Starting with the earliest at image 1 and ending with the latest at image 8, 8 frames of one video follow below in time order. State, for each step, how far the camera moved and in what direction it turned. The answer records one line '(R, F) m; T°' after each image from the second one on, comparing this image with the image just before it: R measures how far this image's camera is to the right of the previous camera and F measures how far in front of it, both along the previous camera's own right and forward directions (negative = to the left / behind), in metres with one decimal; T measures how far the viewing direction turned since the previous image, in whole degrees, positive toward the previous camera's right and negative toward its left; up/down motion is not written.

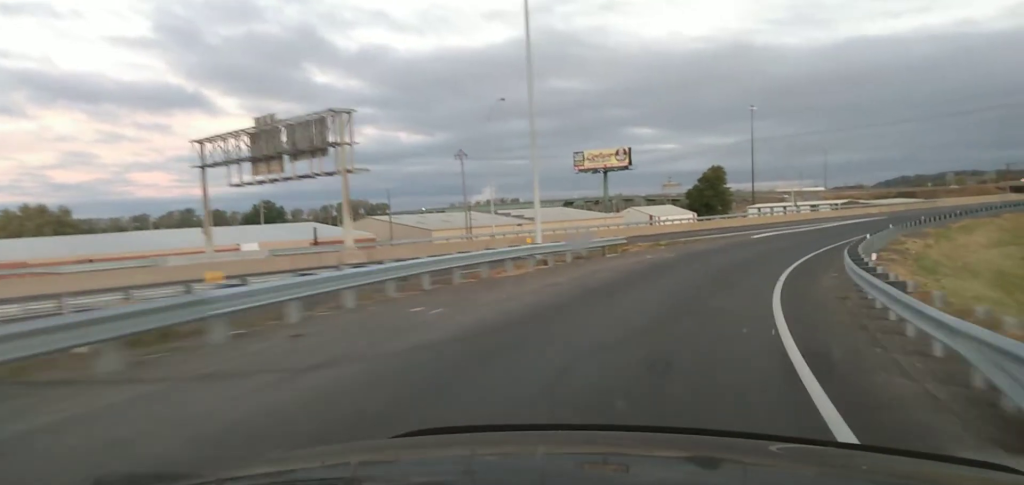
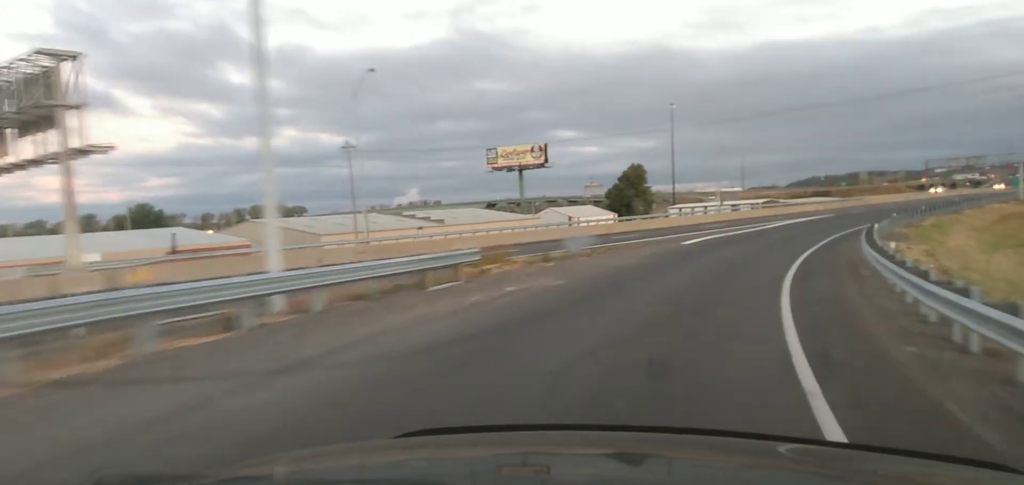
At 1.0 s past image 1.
(+0.5, +16.1) m; +4°
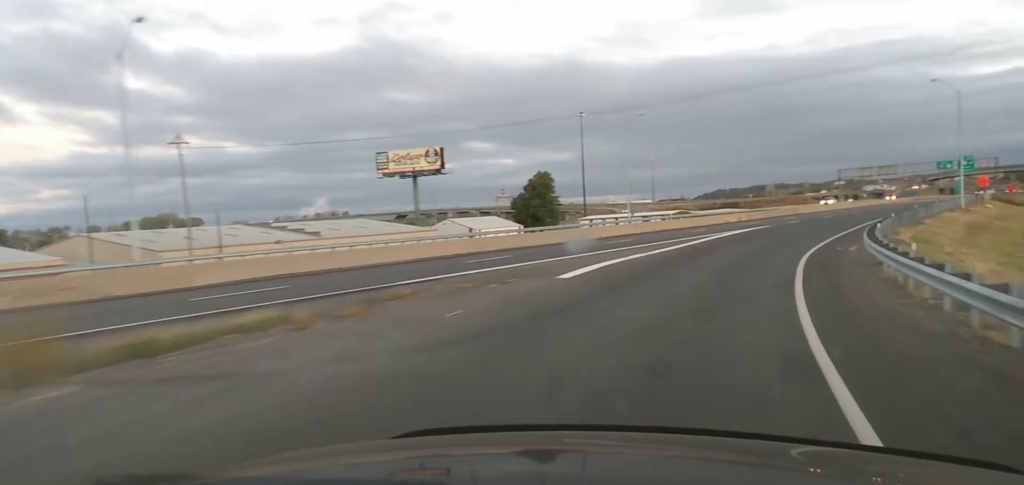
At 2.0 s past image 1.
(+0.6, +16.2) m; +5°
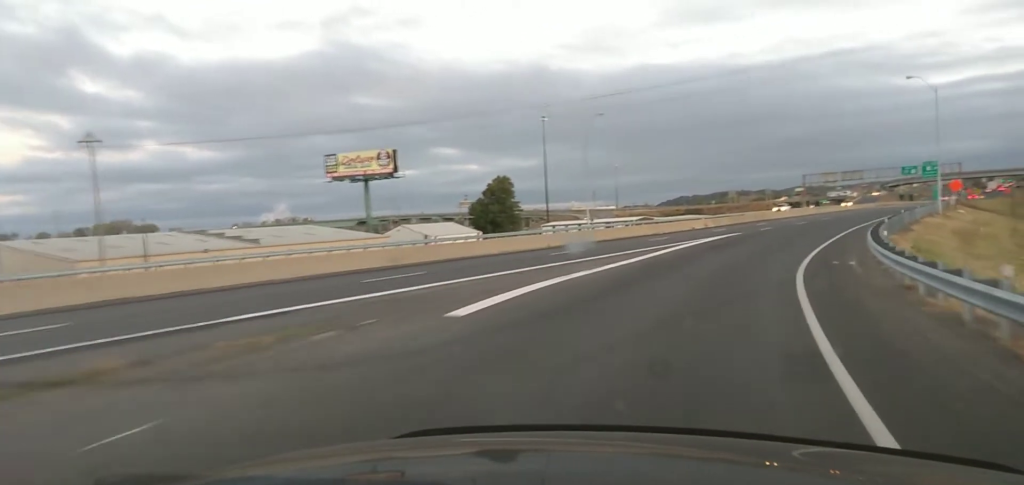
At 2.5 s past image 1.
(-0.1, +7.2) m; +3°
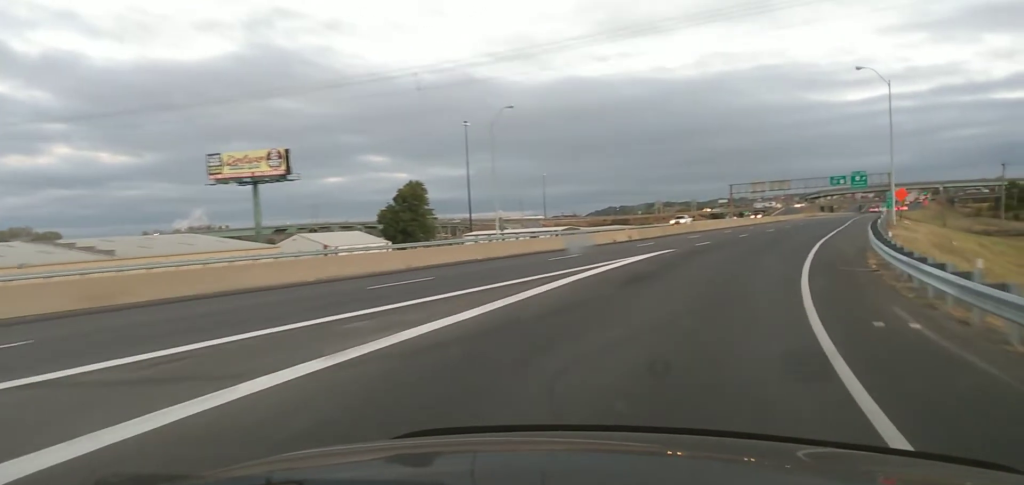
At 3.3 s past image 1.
(+0.9, +14.3) m; +6°
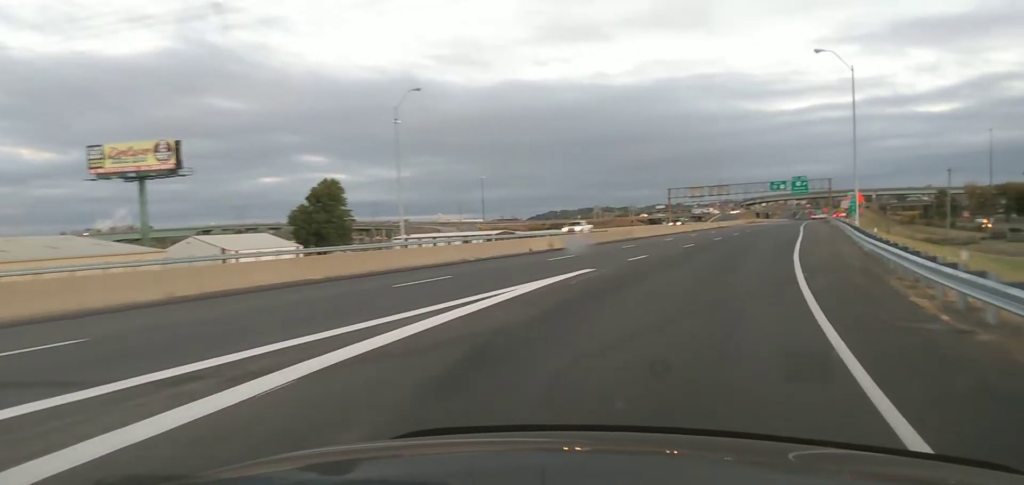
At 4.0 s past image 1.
(+0.5, +11.6) m; +4°
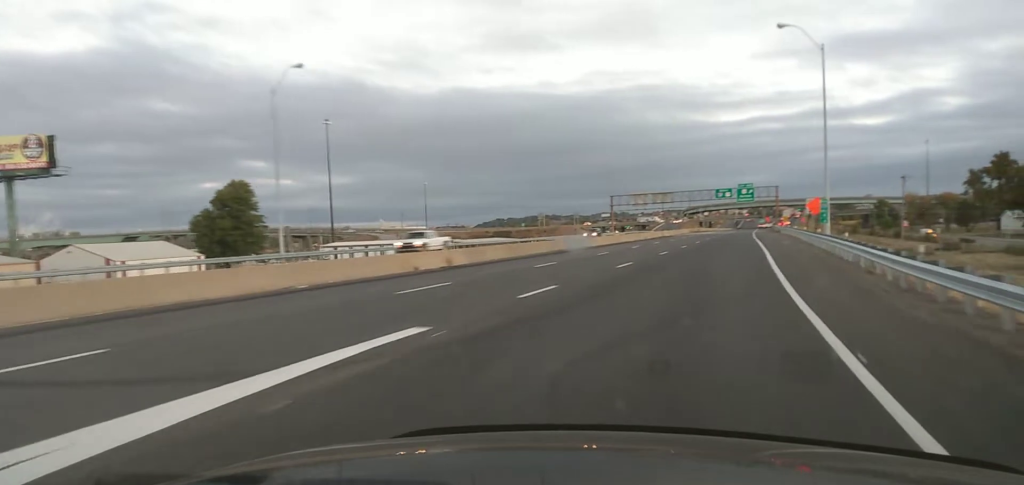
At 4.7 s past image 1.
(+0.3, +12.2) m; +4°
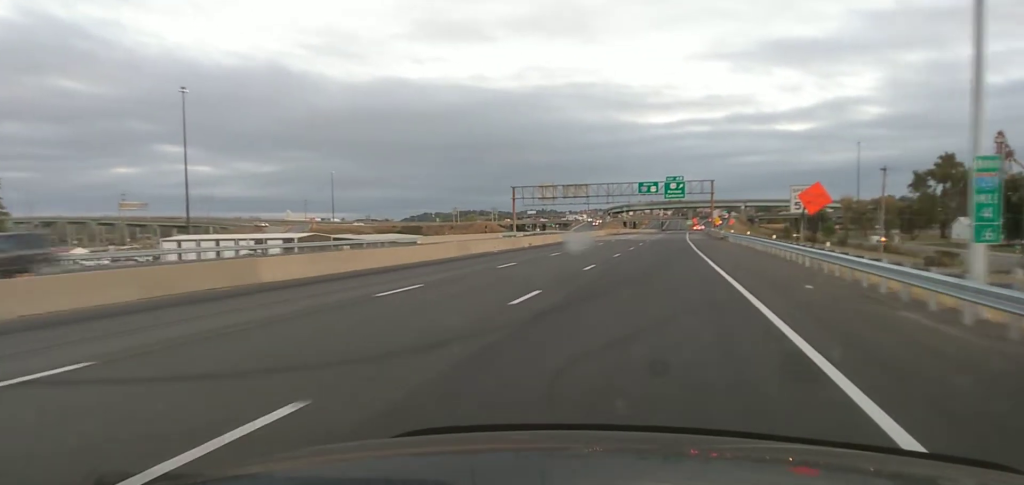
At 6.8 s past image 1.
(+2.7, +35.8) m; +5°
